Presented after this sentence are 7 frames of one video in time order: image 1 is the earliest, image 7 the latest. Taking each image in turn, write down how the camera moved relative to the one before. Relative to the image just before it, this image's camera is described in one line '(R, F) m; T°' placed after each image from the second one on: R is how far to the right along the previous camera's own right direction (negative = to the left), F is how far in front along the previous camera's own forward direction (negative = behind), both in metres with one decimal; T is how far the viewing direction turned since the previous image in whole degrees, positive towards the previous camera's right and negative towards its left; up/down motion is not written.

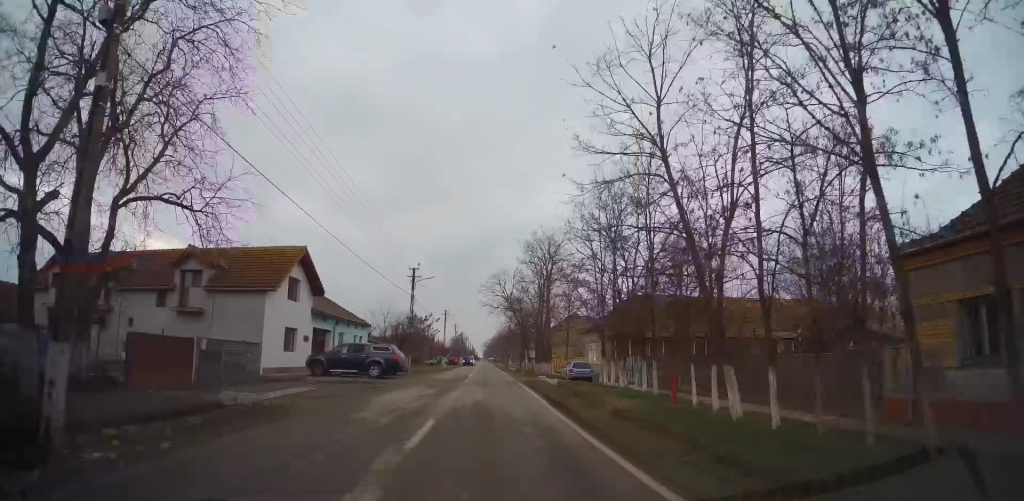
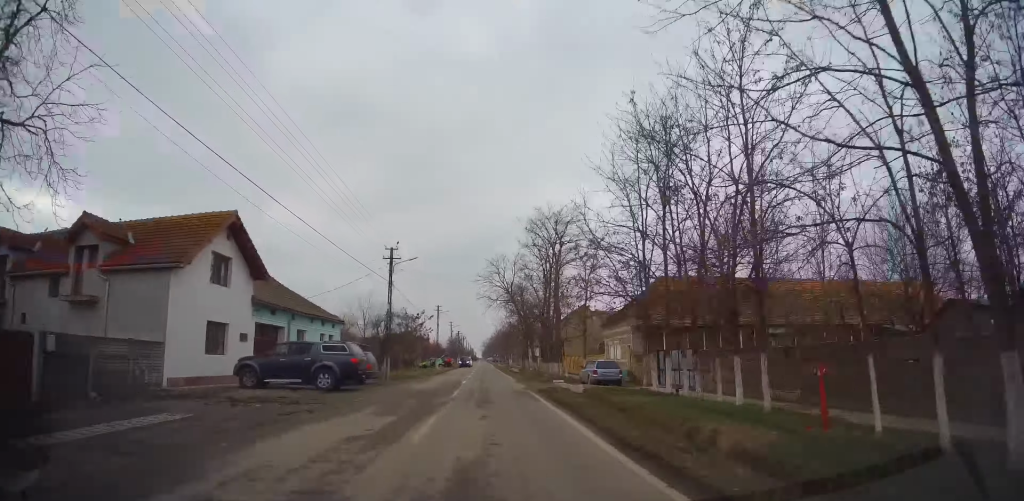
(0.0, +8.4) m; 0°
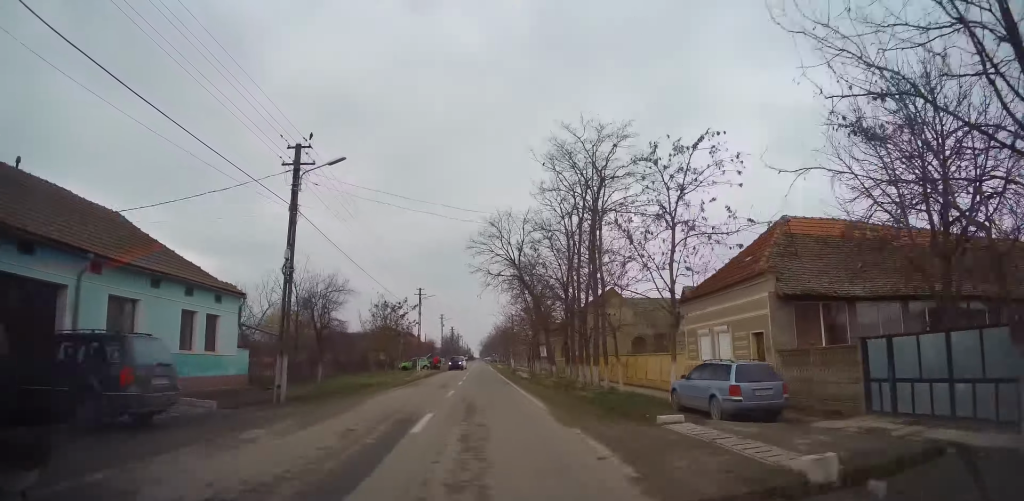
(0.0, +16.6) m; 0°
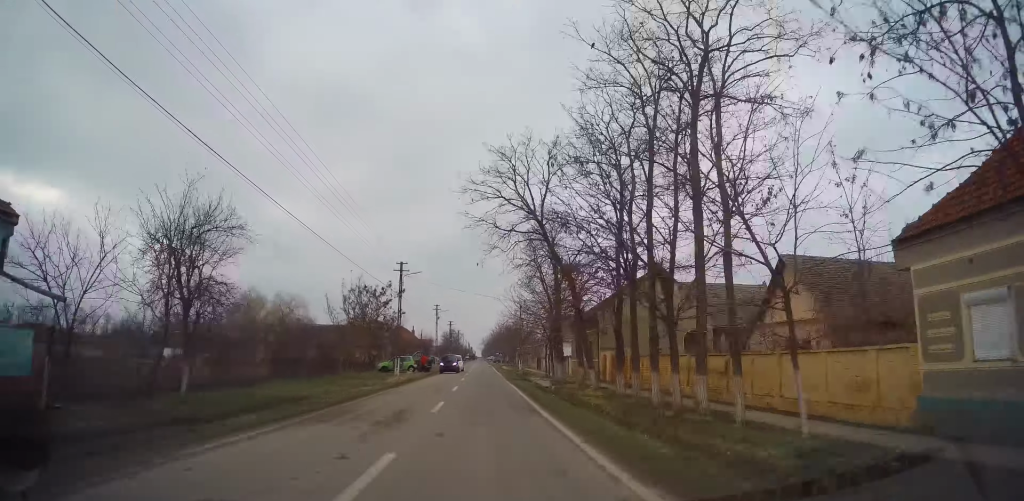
(0.0, +13.5) m; 0°
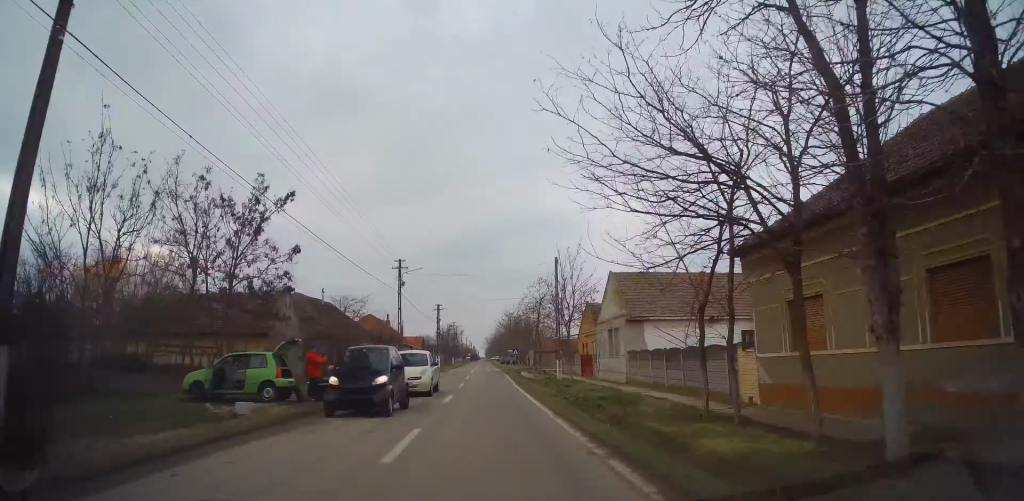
(+0.2, +32.0) m; +1°
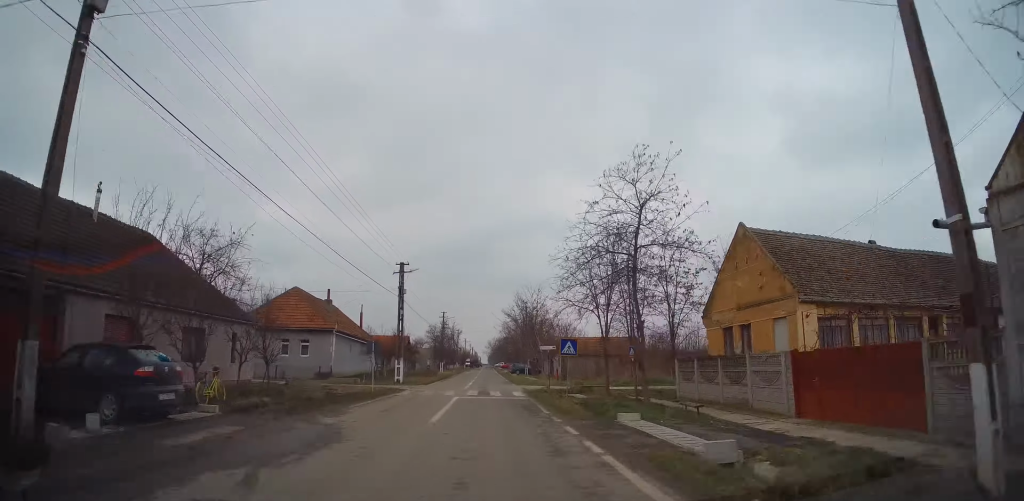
(-0.9, +31.2) m; -2°
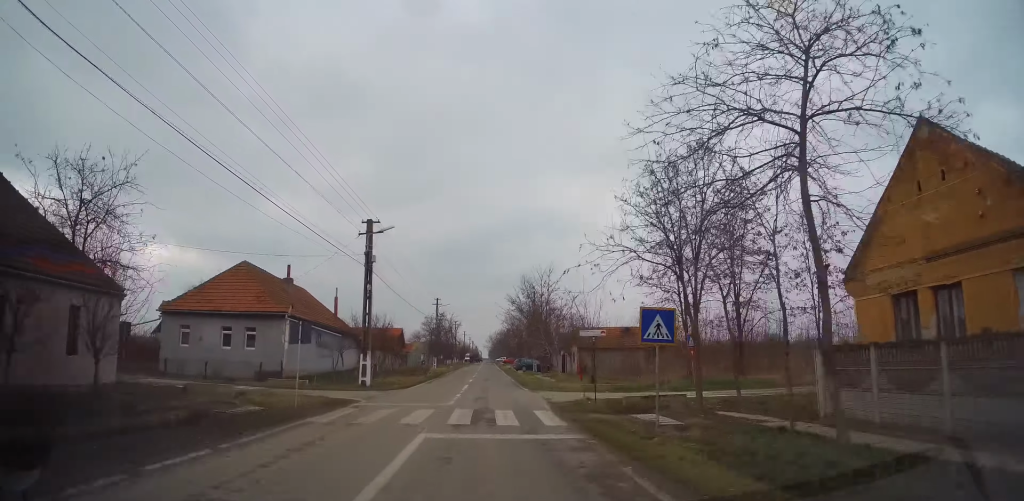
(+0.3, +10.4) m; +1°
